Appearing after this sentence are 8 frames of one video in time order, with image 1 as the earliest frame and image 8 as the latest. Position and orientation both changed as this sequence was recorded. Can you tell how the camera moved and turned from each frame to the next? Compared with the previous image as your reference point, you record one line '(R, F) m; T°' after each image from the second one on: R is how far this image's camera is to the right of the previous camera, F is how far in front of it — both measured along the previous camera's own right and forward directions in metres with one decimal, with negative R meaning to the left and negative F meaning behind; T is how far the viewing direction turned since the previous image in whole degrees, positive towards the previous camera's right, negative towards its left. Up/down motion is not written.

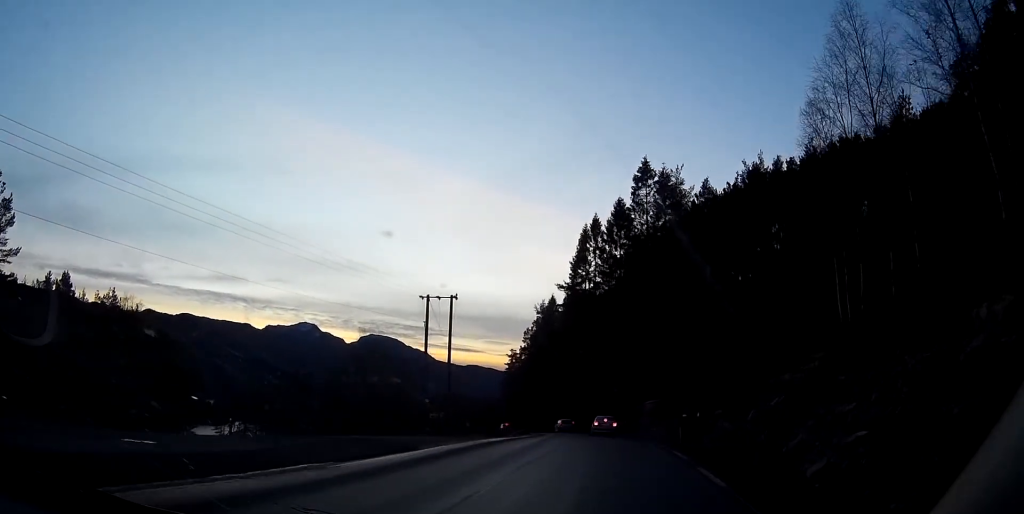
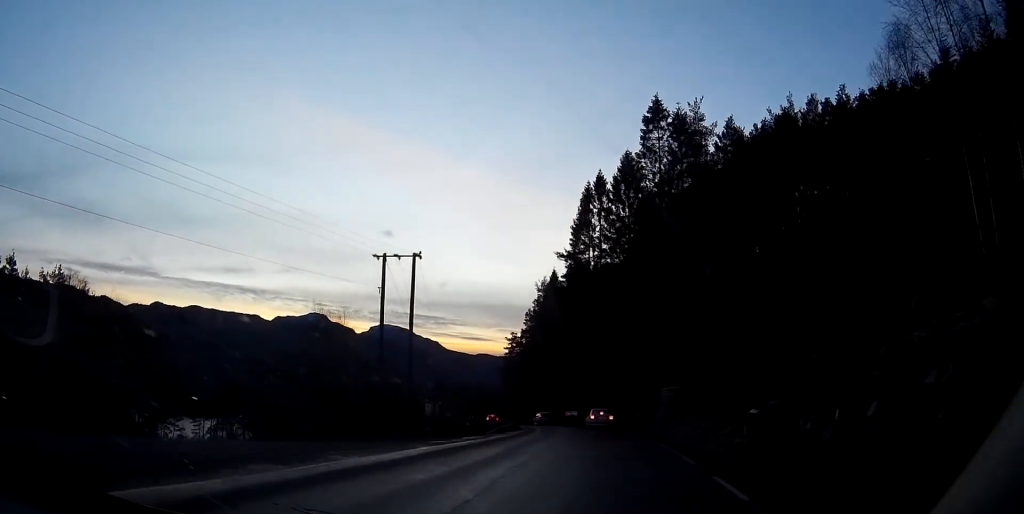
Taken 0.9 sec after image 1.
(-0.1, +12.1) m; -1°
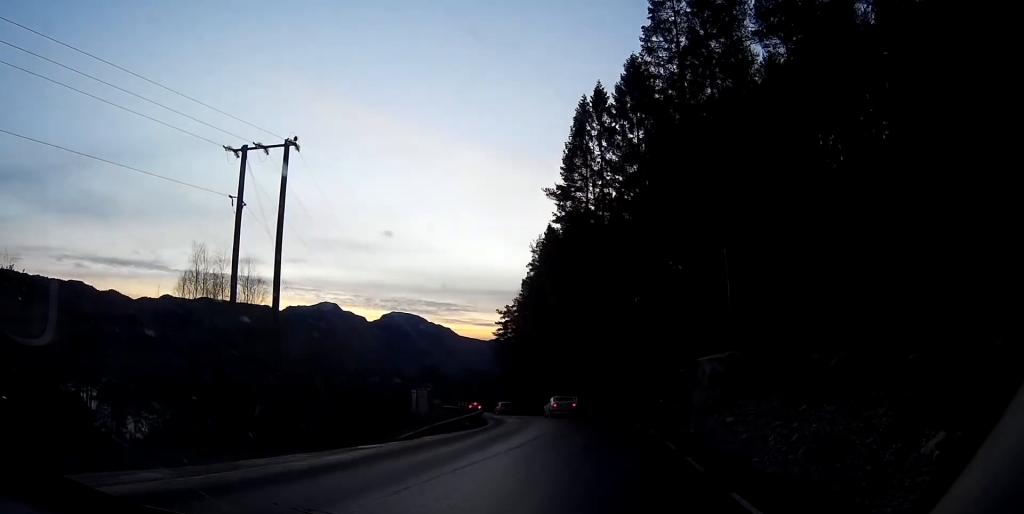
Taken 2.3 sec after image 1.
(0.0, +19.0) m; -1°
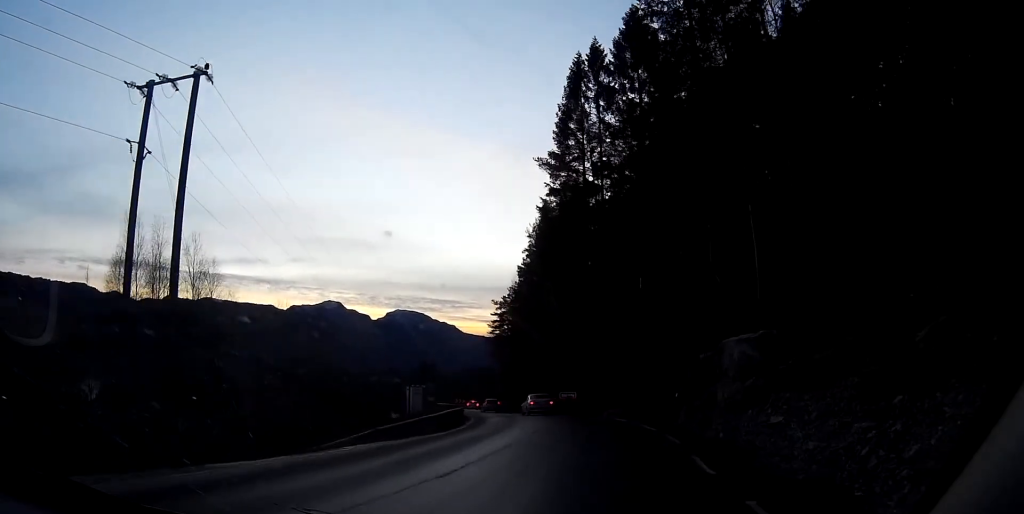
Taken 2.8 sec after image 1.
(-0.1, +7.1) m; -2°
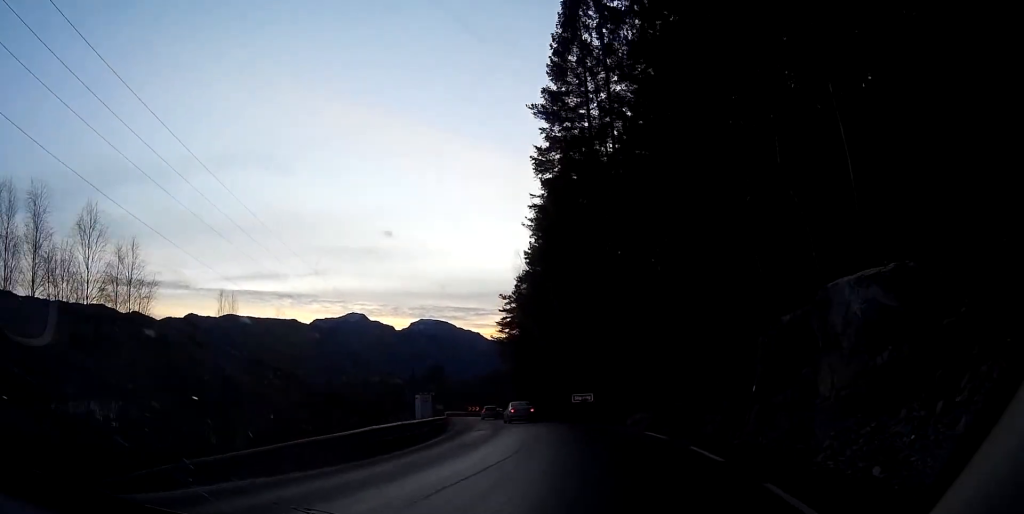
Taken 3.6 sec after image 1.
(-0.2, +11.3) m; -3°
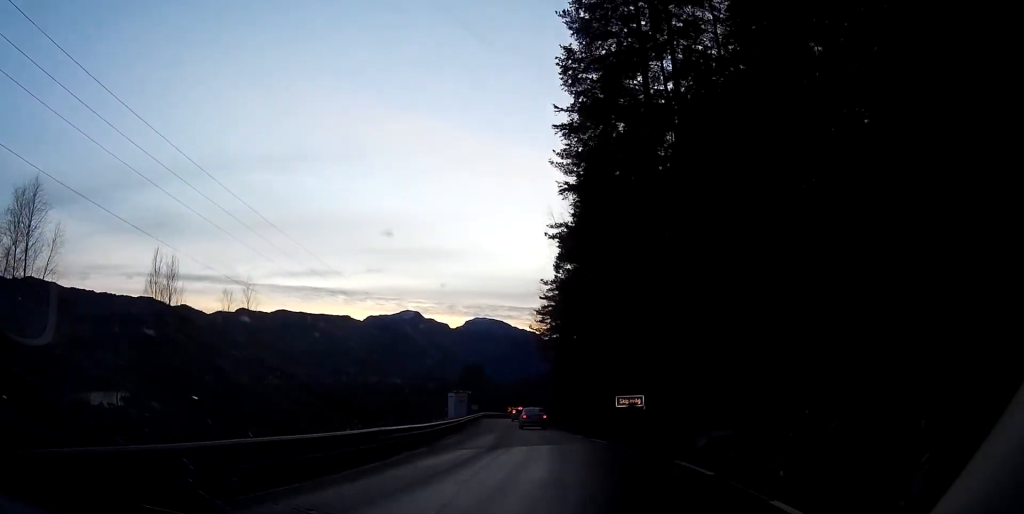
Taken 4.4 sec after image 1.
(-0.4, +12.4) m; -4°
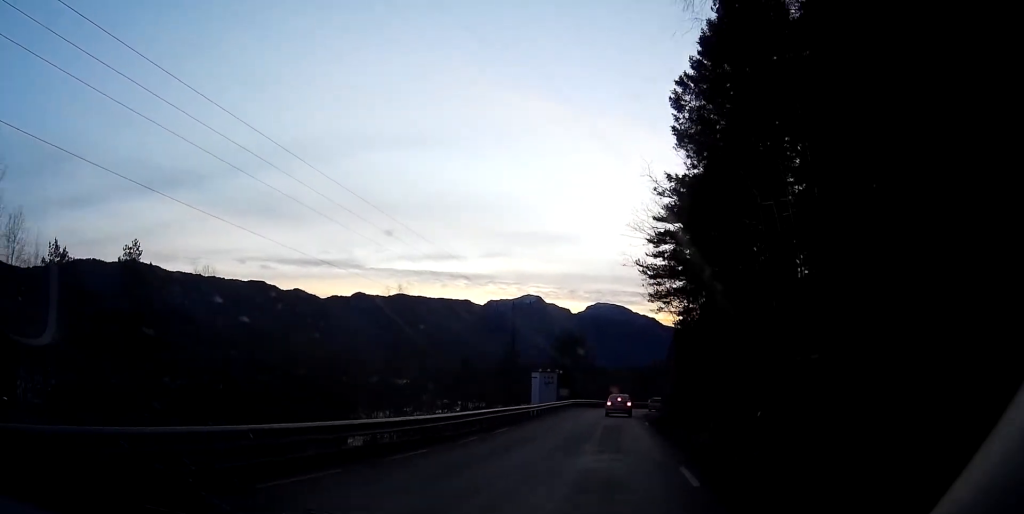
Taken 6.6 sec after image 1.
(-1.9, +30.2) m; -6°
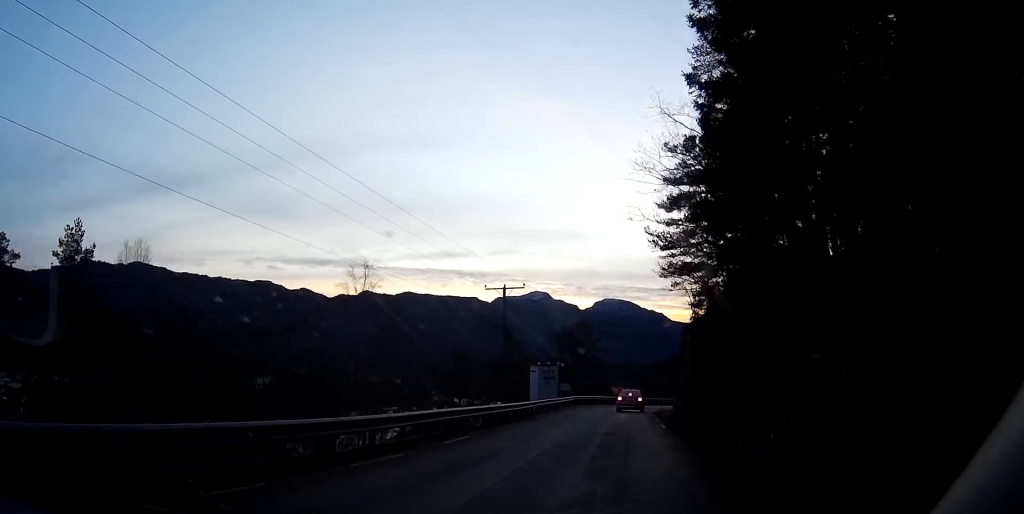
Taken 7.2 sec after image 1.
(-0.1, +8.4) m; -1°
